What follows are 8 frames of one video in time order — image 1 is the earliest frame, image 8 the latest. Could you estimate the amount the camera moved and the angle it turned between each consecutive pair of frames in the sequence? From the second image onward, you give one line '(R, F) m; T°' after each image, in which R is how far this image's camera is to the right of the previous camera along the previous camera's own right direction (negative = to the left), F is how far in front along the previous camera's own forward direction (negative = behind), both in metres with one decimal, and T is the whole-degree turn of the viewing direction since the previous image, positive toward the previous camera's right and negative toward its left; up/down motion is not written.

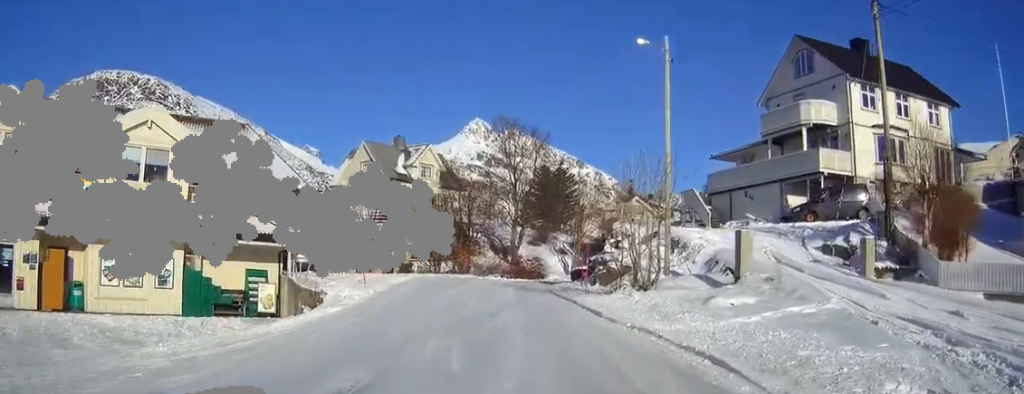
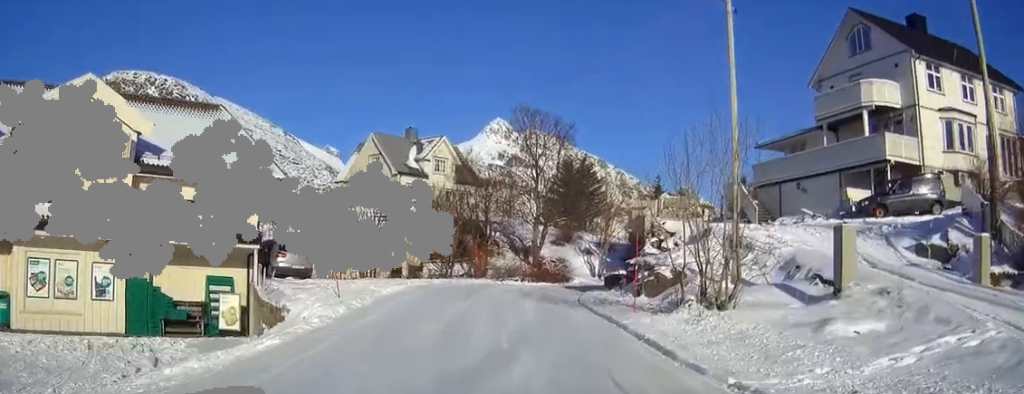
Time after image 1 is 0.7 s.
(+0.1, +5.5) m; -4°
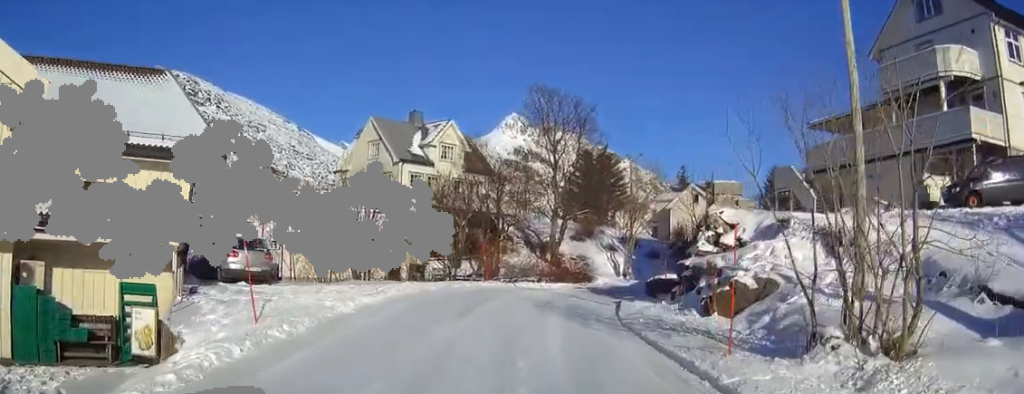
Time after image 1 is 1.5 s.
(-0.5, +6.1) m; -6°
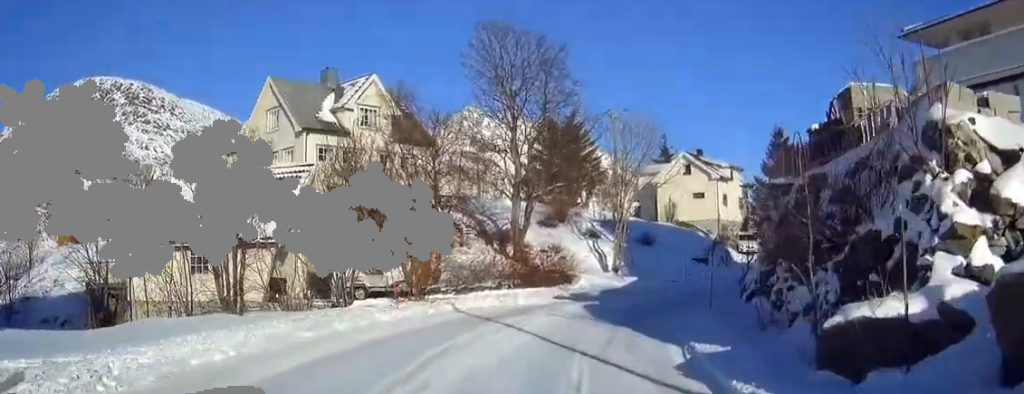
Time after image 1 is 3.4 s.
(-0.8, +13.9) m; -2°
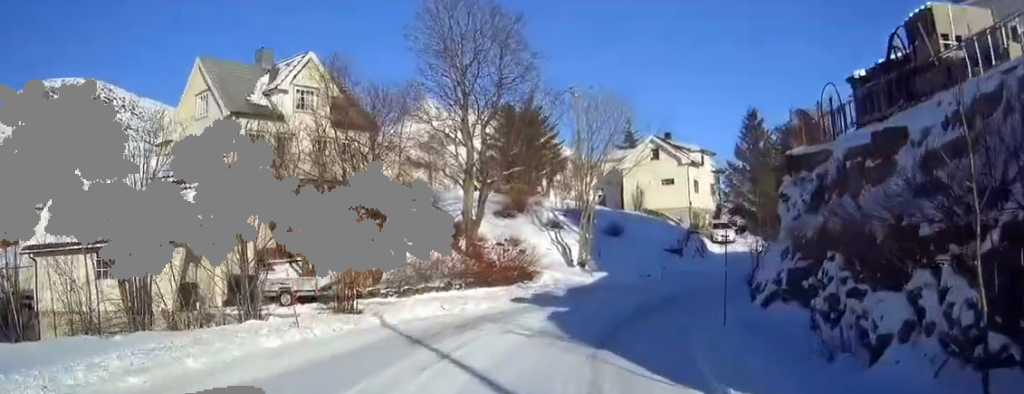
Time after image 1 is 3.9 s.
(0.0, +4.2) m; +2°
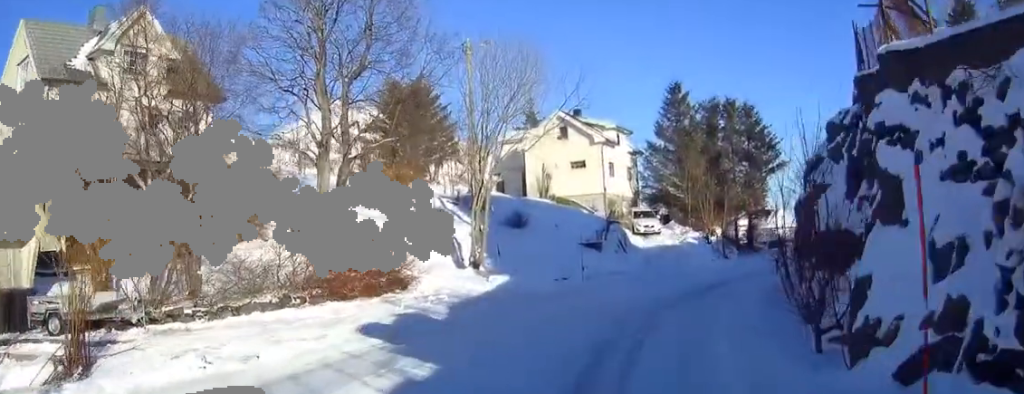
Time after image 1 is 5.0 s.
(+0.3, +8.3) m; +8°
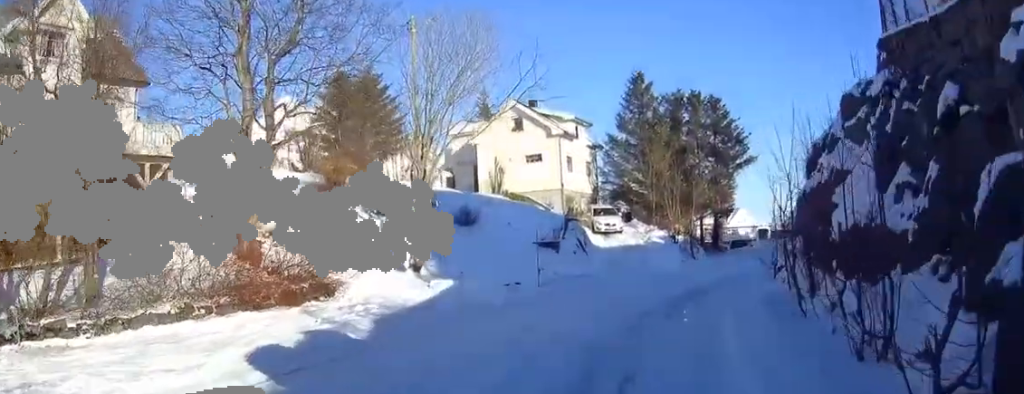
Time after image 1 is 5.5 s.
(+0.1, +3.4) m; +5°
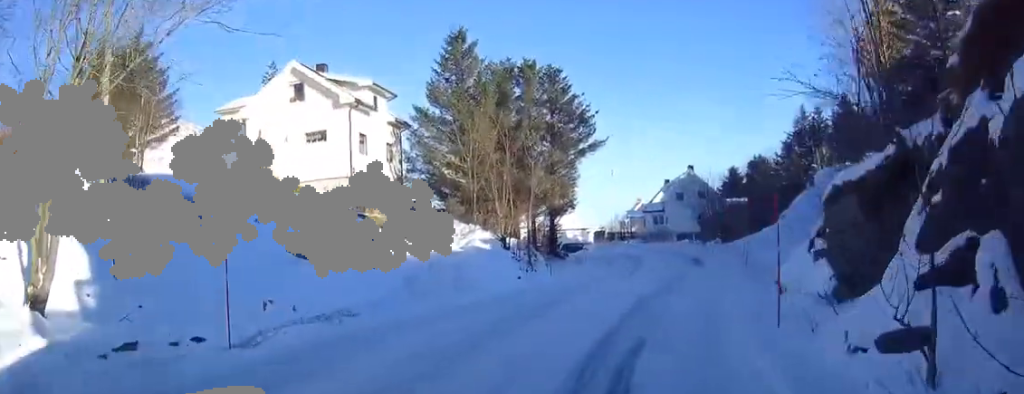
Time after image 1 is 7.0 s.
(+1.9, +12.1) m; +19°
